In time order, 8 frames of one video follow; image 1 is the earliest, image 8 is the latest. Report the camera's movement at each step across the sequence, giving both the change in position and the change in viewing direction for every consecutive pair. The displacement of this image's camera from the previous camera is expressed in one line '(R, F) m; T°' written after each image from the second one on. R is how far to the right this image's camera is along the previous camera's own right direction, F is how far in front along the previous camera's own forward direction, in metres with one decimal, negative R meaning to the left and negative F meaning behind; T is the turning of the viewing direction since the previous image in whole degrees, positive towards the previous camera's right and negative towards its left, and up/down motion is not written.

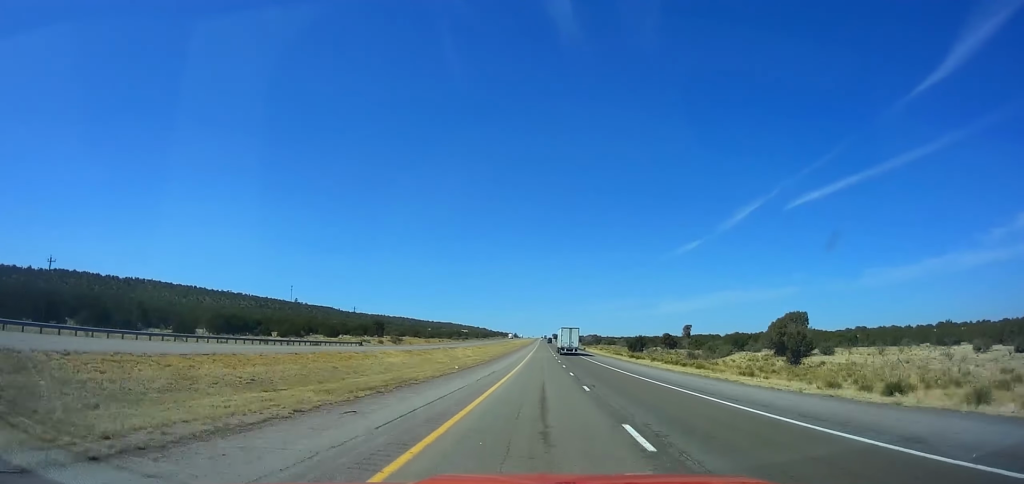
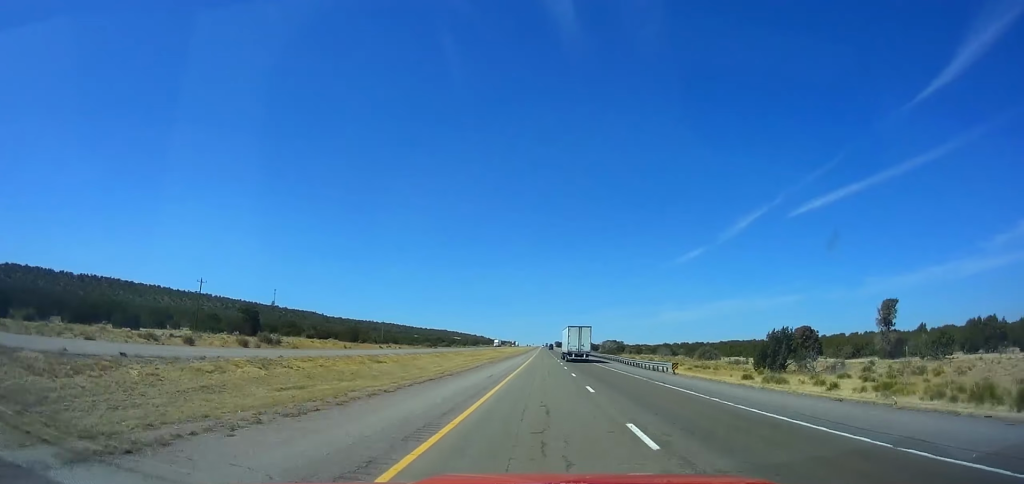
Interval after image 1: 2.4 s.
(0.0, +85.1) m; 0°
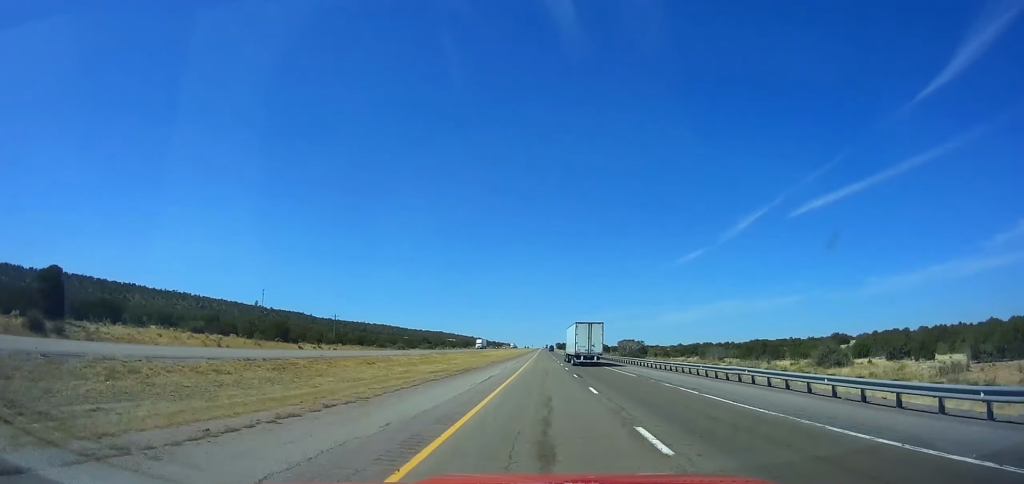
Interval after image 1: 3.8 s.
(0.0, +49.6) m; 0°
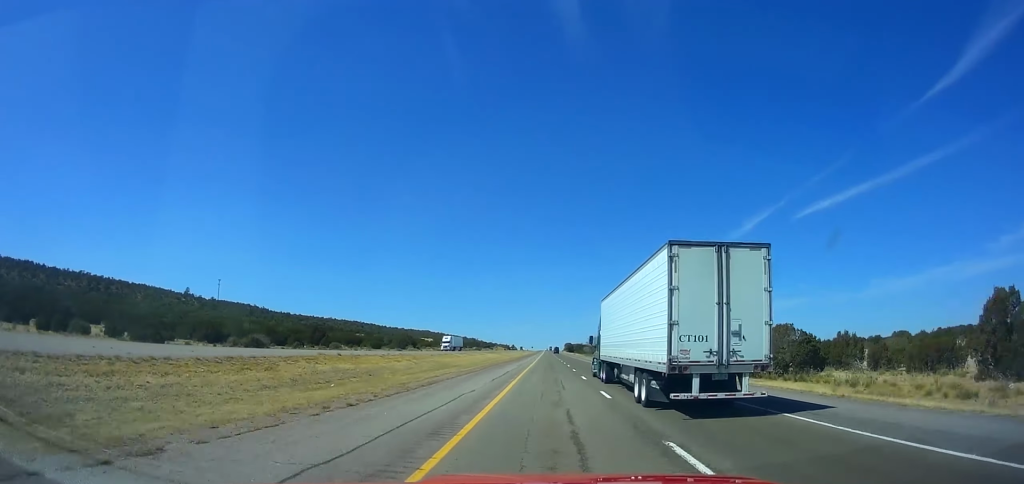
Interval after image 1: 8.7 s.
(+0.2, +172.6) m; 0°
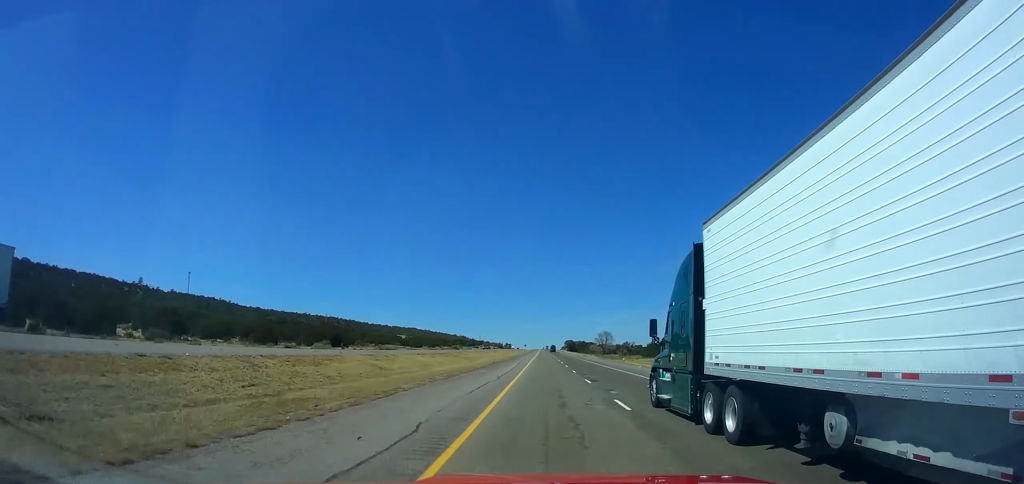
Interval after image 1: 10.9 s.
(0.0, +77.3) m; 0°
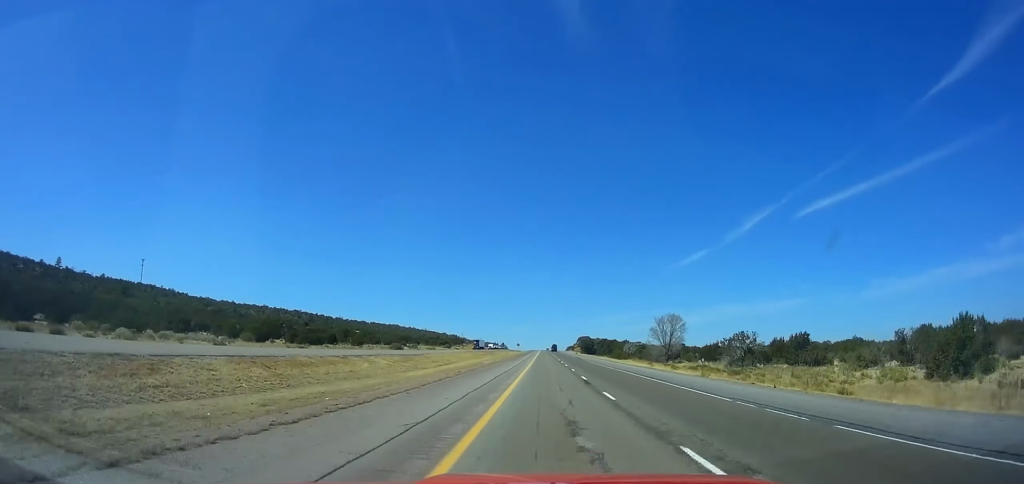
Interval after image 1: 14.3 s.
(-0.6, +119.3) m; 0°
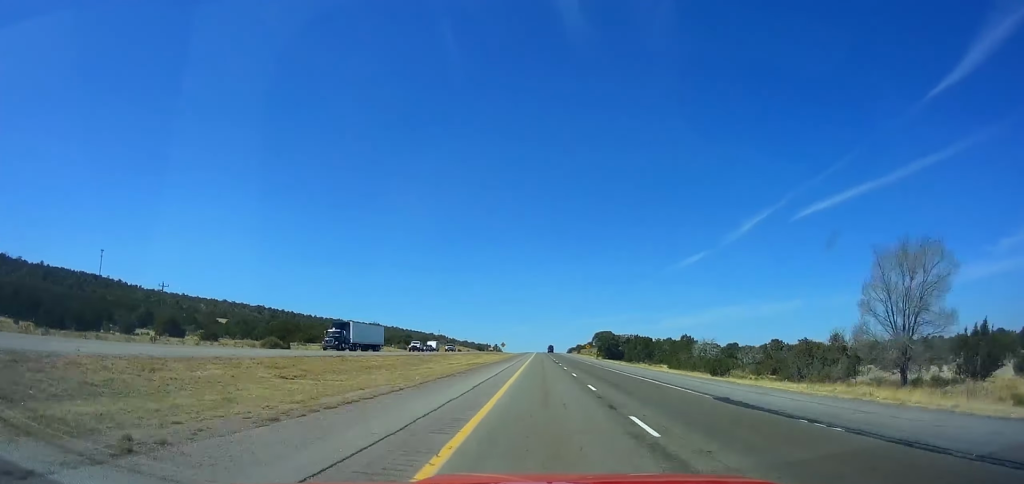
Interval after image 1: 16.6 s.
(+0.5, +80.9) m; 0°
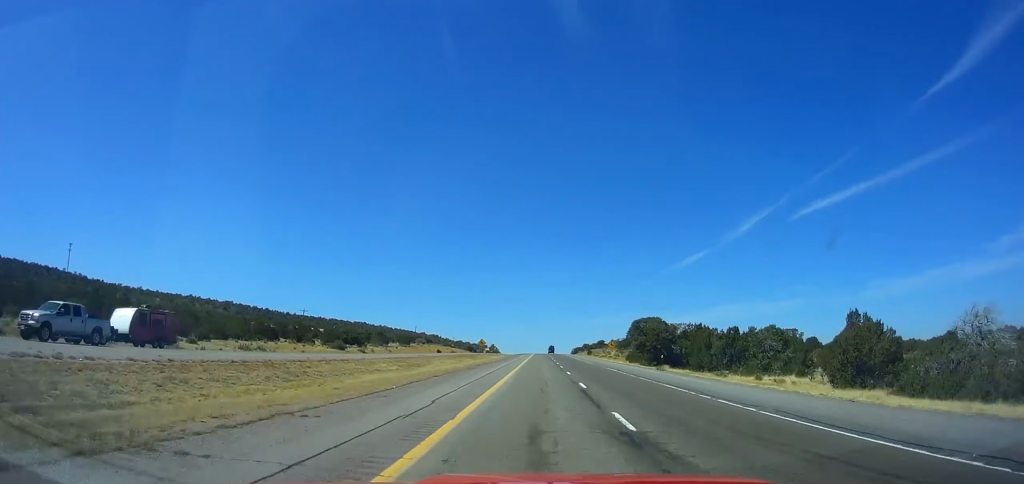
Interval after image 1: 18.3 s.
(-0.1, +60.1) m; 0°
